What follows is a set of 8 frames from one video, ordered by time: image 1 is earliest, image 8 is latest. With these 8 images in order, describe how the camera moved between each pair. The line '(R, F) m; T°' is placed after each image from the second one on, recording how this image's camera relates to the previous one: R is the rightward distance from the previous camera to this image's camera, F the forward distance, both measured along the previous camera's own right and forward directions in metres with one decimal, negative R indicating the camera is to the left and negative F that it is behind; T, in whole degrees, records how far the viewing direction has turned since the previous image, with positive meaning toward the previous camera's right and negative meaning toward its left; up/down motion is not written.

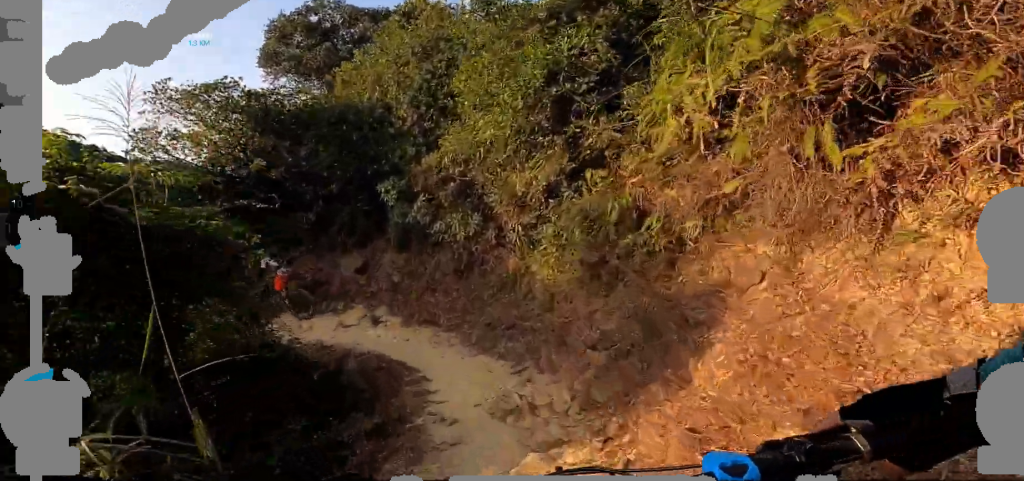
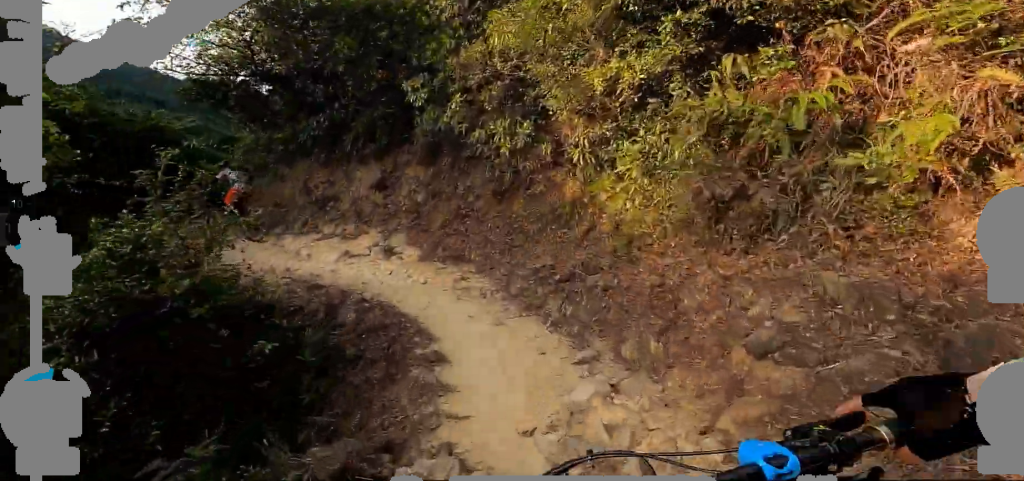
(-0.1, +2.2) m; -7°
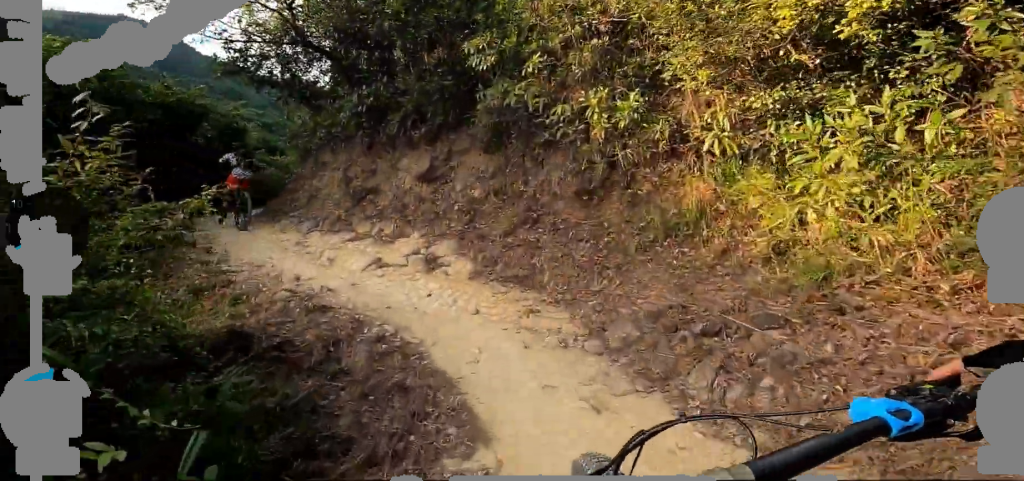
(-0.2, +1.9) m; -5°
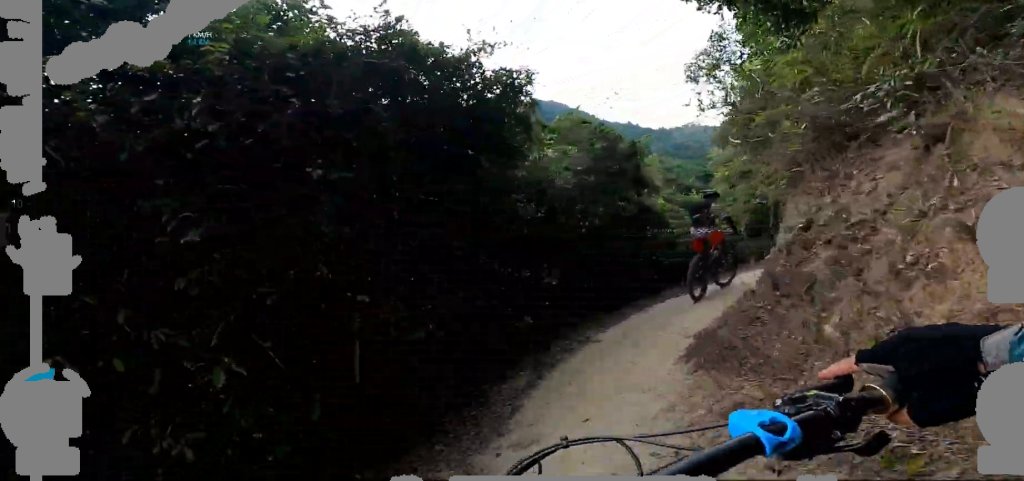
(-1.4, +7.7) m; -31°
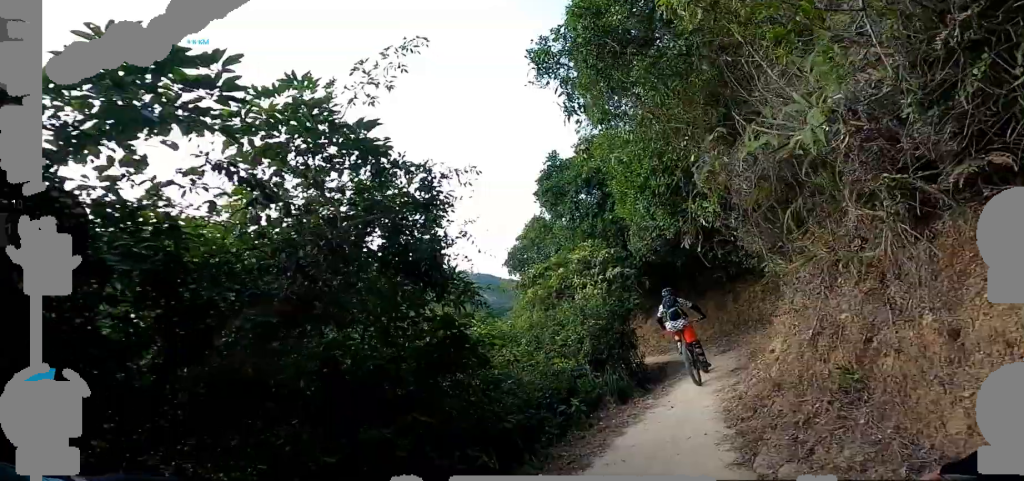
(-1.2, +4.2) m; -5°
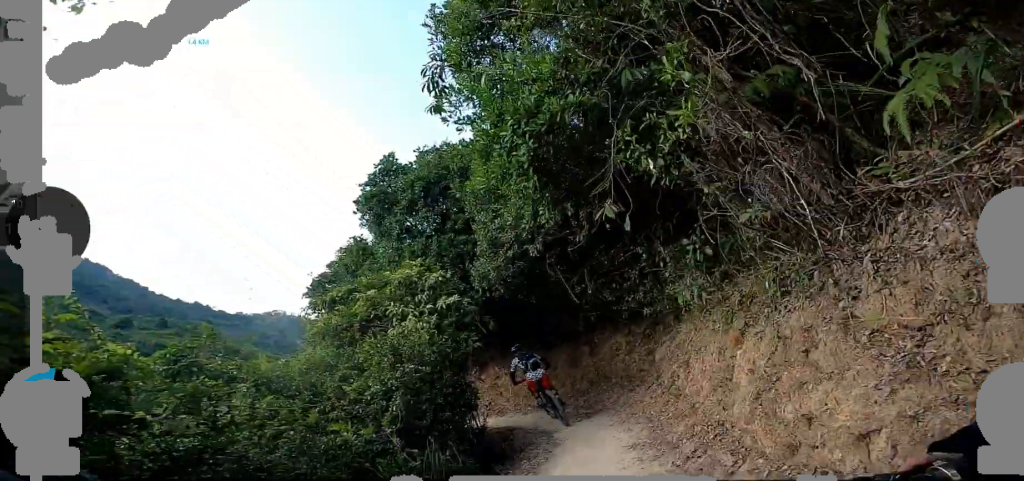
(+0.4, +2.7) m; +17°
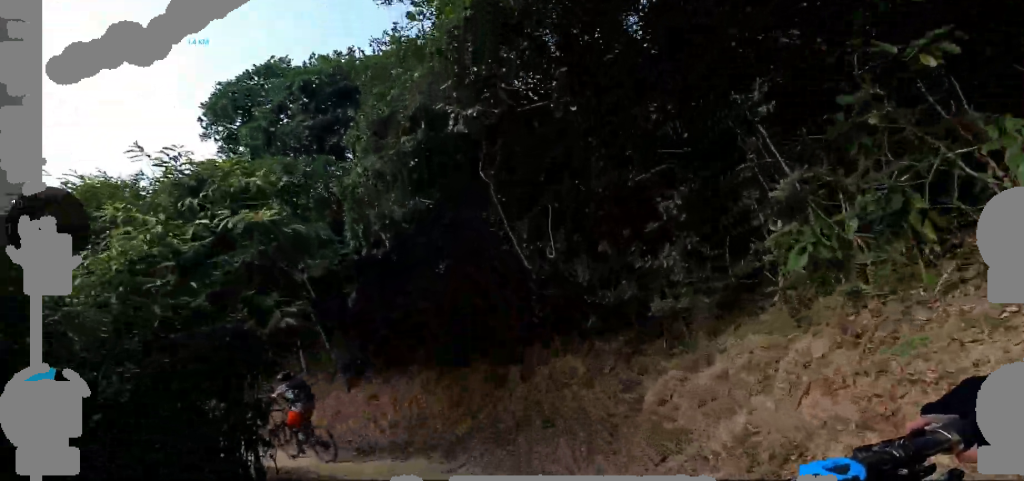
(+0.7, +3.7) m; +19°
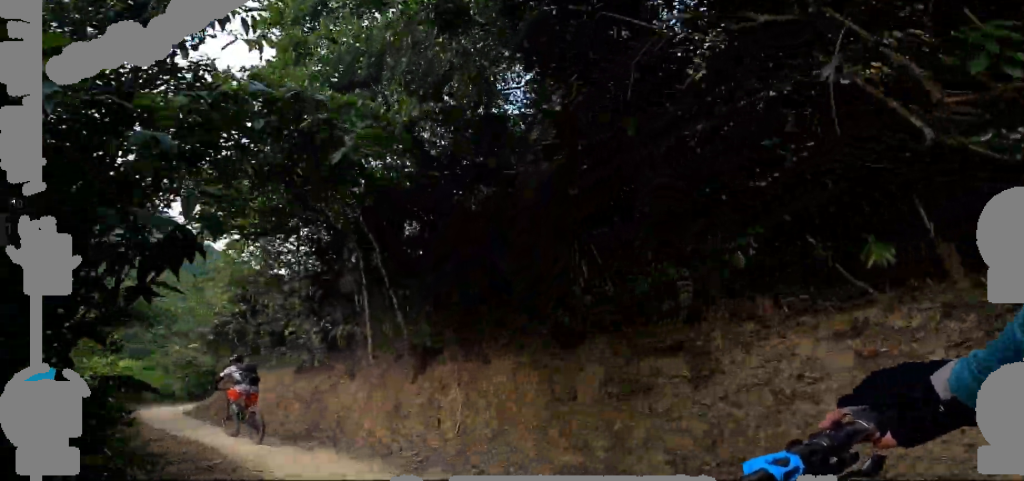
(+0.1, +2.8) m; +10°
